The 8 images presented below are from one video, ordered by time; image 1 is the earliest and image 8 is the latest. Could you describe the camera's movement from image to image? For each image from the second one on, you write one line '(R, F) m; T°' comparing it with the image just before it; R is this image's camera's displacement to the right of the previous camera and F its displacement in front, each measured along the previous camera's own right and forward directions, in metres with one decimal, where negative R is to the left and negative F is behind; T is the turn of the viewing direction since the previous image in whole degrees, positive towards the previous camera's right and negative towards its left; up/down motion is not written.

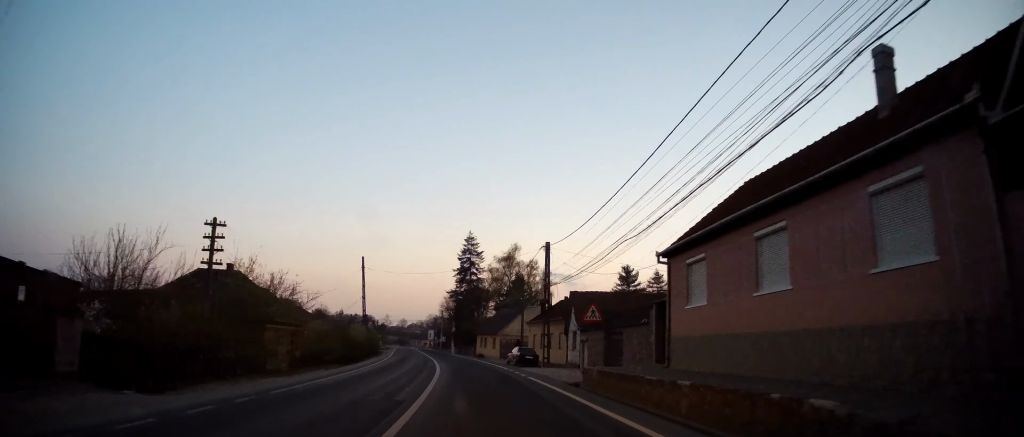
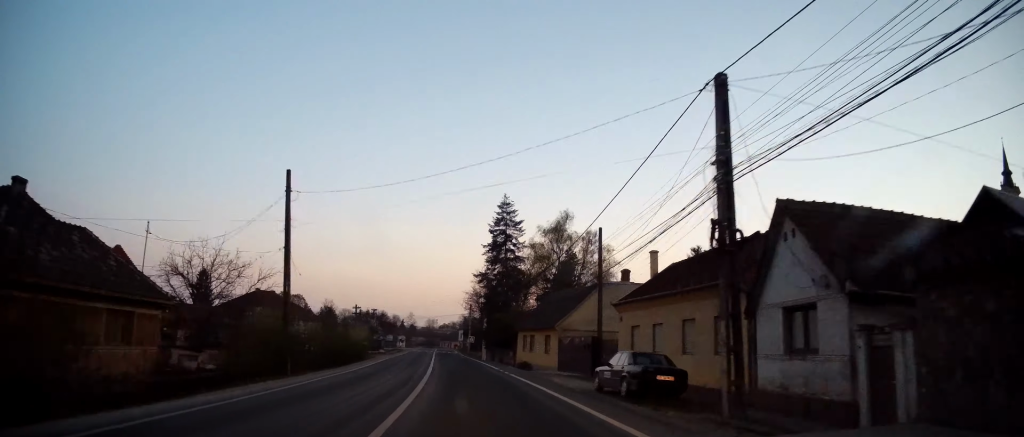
(-1.0, +23.3) m; -3°
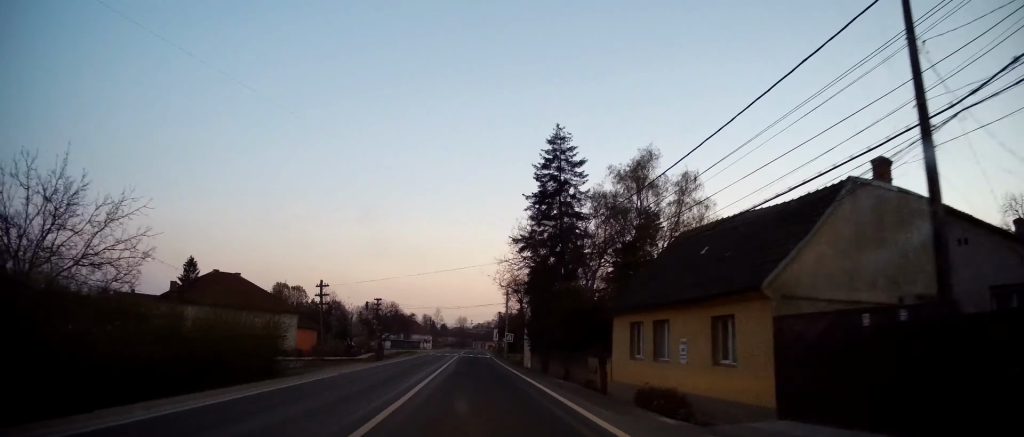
(-0.2, +22.4) m; -2°
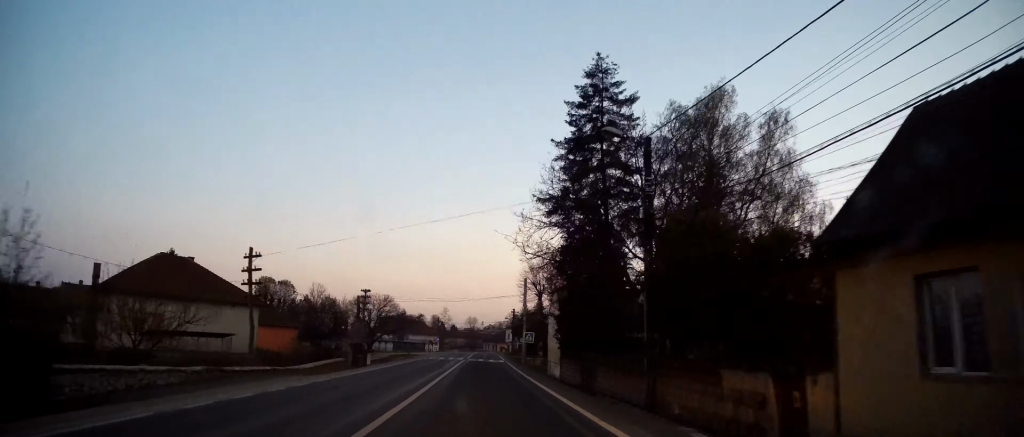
(-0.3, +12.4) m; -2°
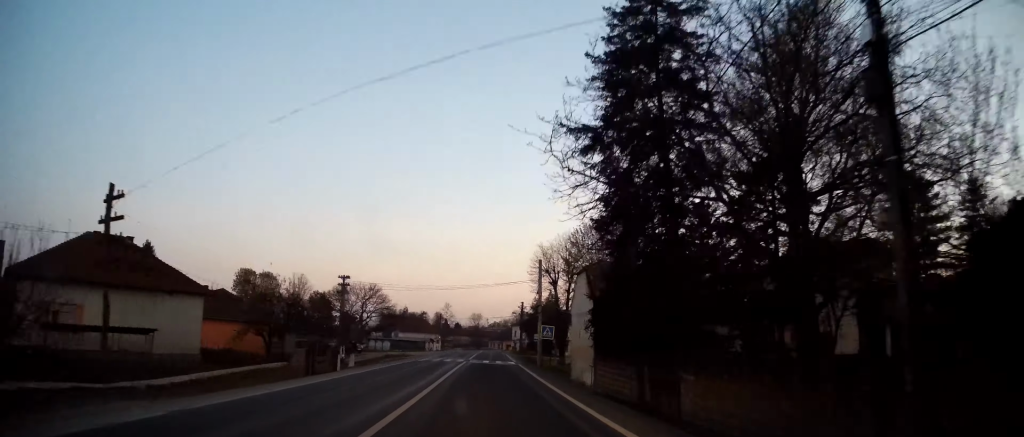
(+0.1, +10.0) m; -1°
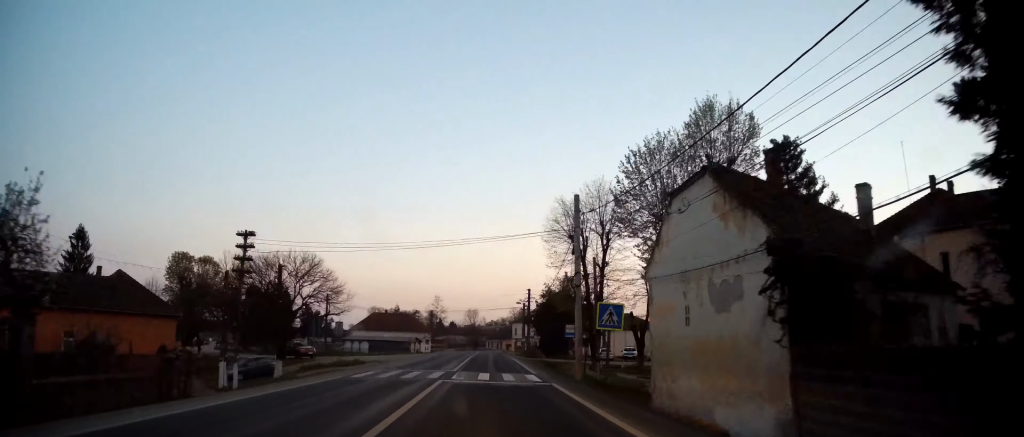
(-0.6, +18.2) m; -2°
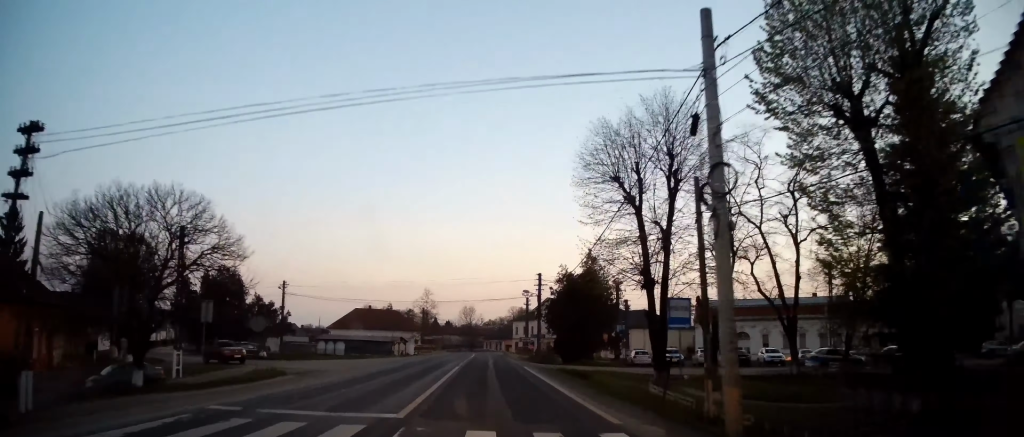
(-0.2, +14.8) m; -1°
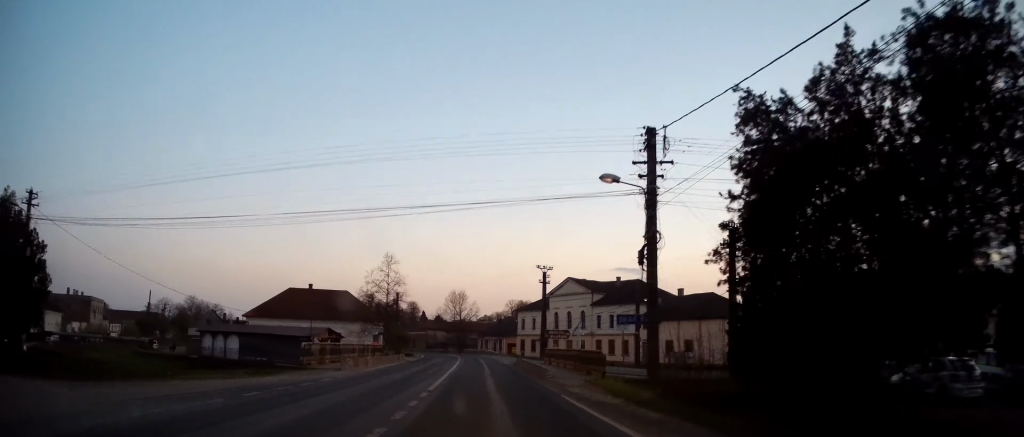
(0.0, +34.8) m; +1°
